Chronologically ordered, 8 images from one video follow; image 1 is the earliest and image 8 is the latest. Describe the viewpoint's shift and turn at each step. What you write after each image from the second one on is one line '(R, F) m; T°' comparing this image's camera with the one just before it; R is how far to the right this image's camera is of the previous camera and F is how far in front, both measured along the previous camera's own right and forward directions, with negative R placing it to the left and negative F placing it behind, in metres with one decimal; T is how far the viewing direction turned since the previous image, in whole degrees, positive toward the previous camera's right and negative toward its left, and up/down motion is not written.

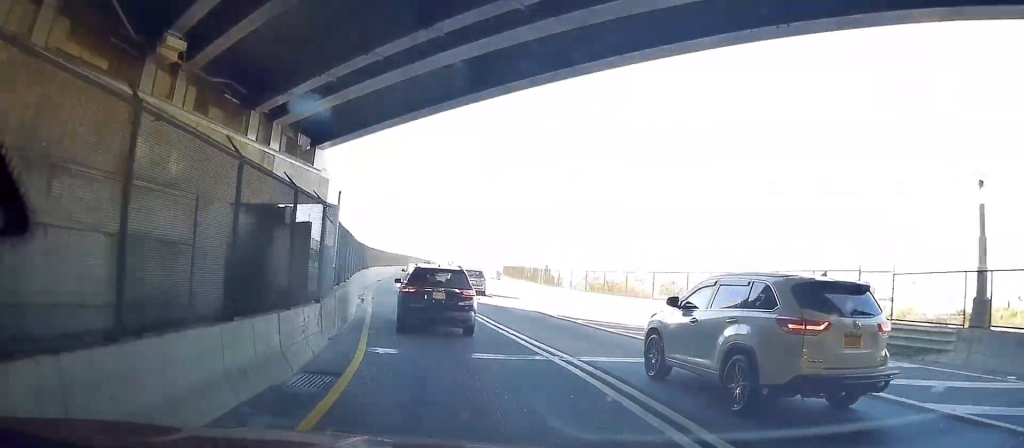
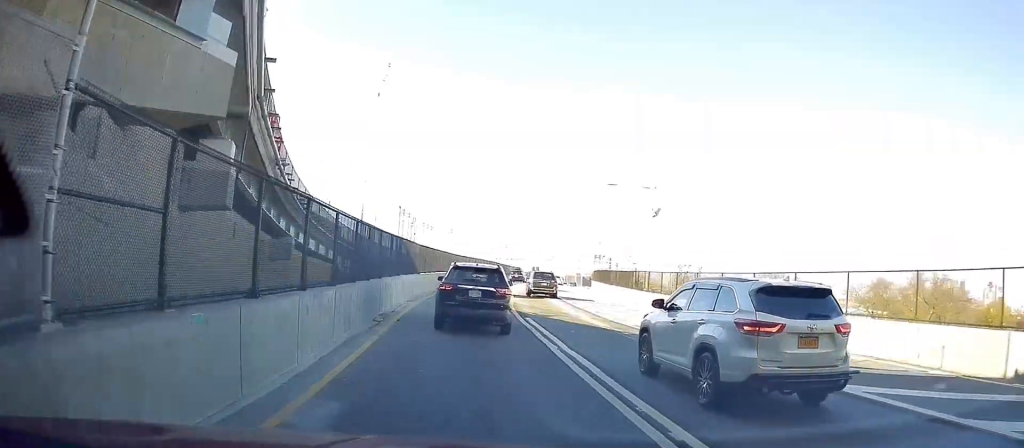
(-2.8, +9.7) m; -23°
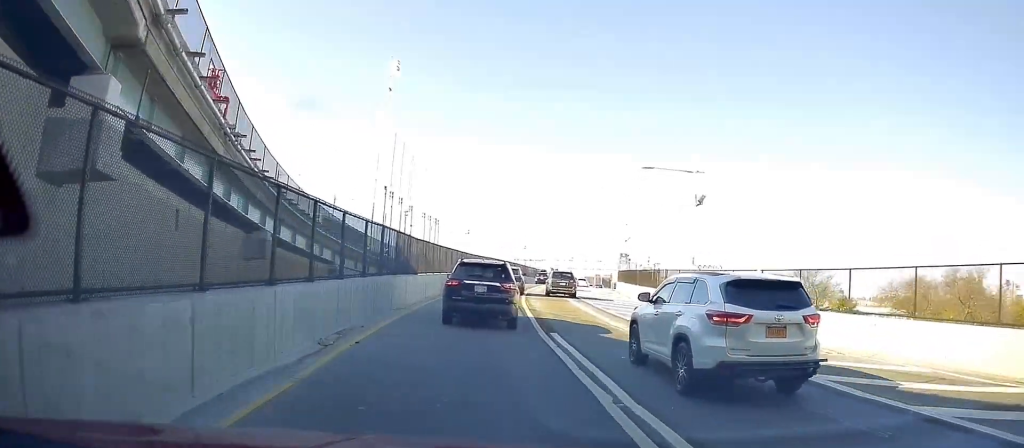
(-1.3, +5.9) m; -9°
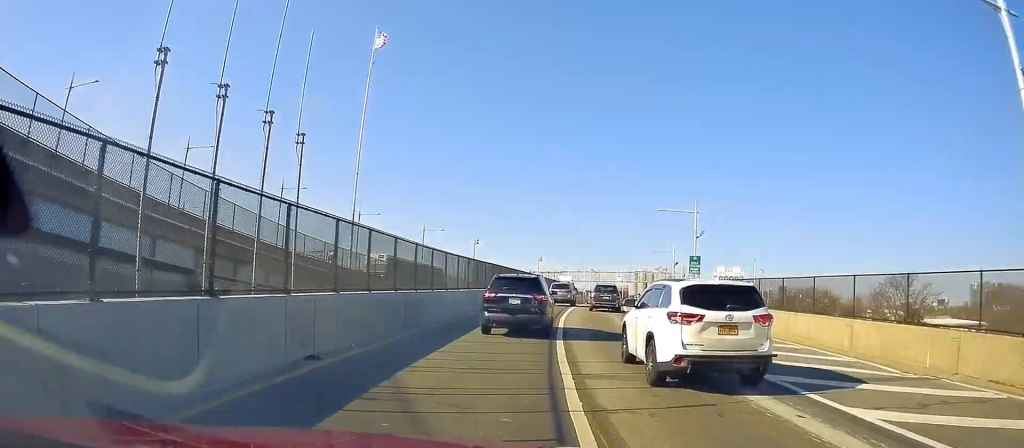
(-1.6, +23.5) m; -4°
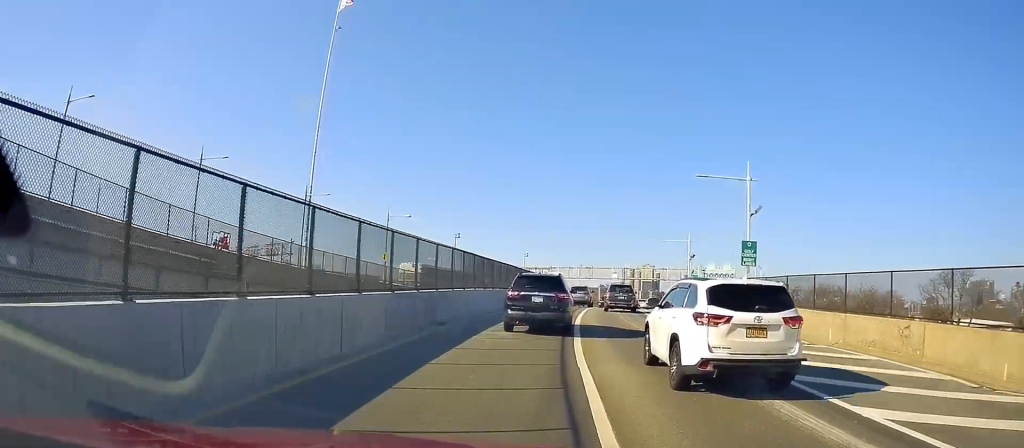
(+0.9, +14.7) m; +8°
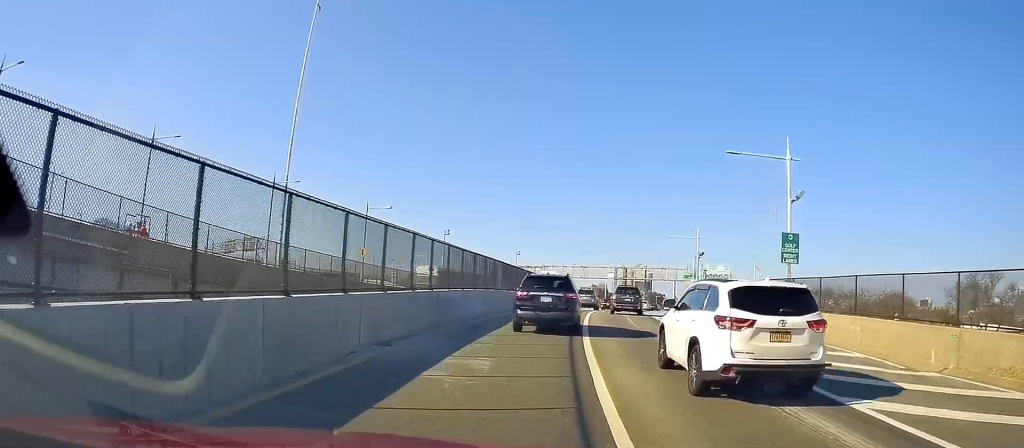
(+0.2, +6.5) m; +4°
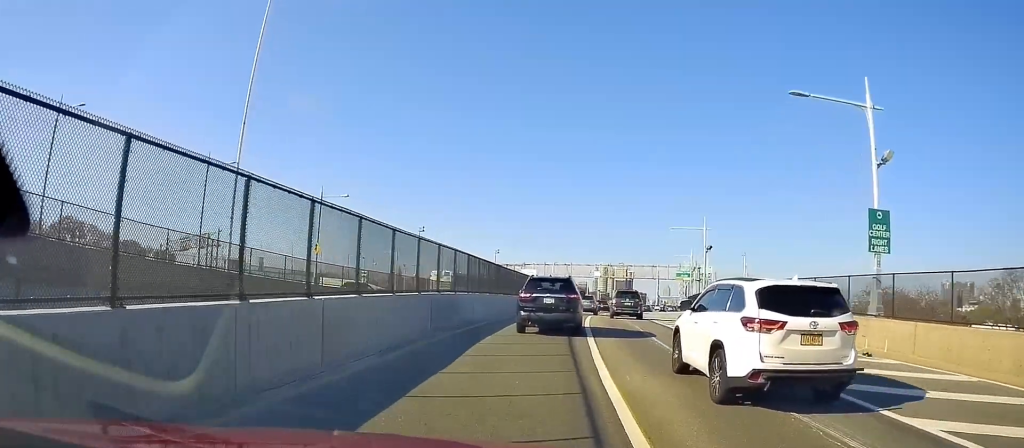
(+0.5, +9.2) m; +2°
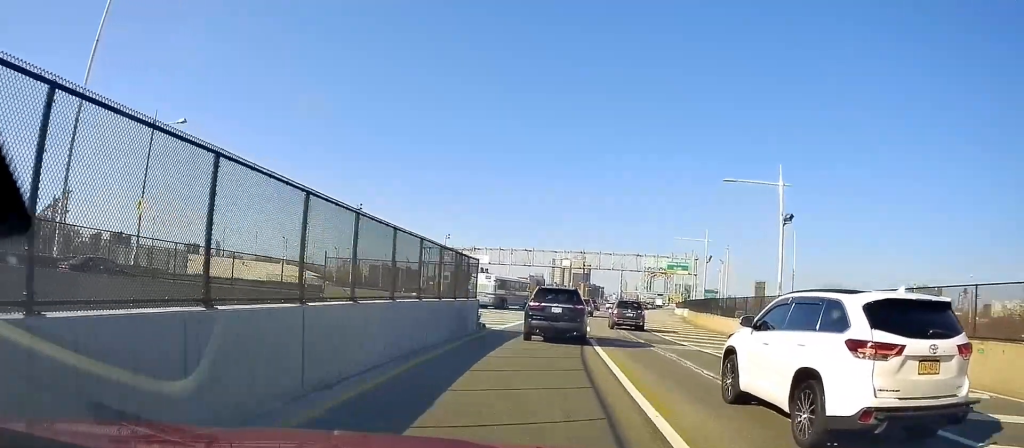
(+0.7, +23.8) m; +4°
